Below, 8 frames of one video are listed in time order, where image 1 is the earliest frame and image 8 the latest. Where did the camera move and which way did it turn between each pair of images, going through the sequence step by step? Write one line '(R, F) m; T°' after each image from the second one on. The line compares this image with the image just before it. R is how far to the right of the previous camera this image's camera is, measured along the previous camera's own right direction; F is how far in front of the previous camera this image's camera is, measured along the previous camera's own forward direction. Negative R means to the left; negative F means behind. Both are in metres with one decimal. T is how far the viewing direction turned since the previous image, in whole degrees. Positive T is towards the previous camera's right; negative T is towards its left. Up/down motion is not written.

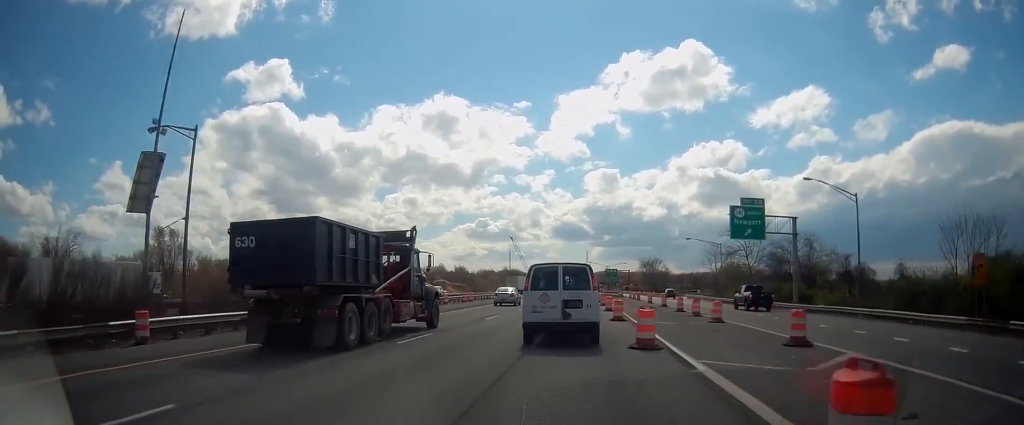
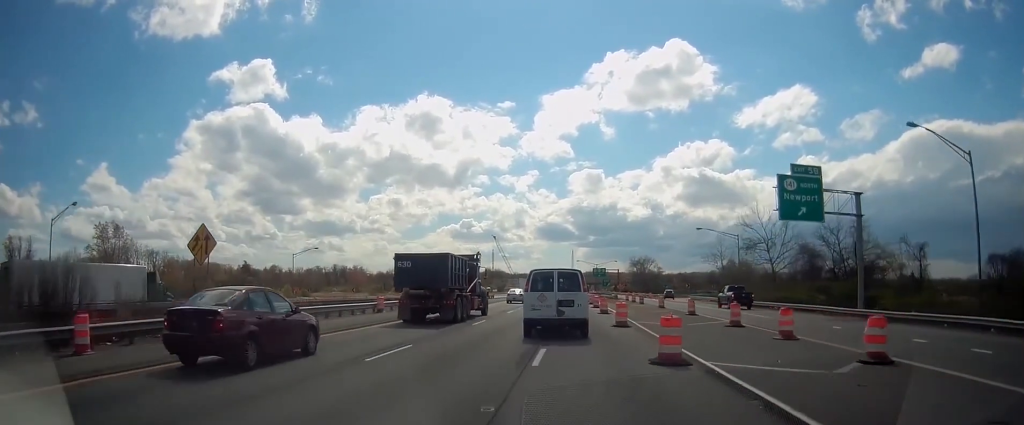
(-0.1, +15.4) m; -1°
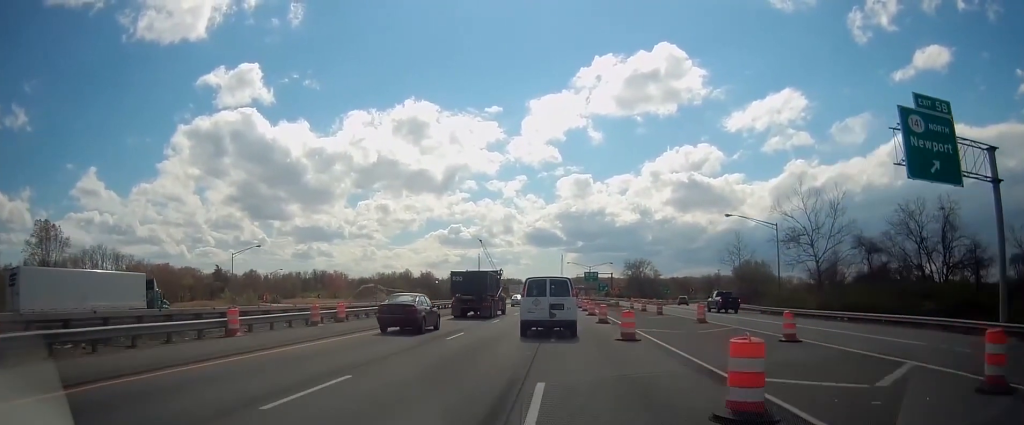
(-0.1, +15.7) m; +1°
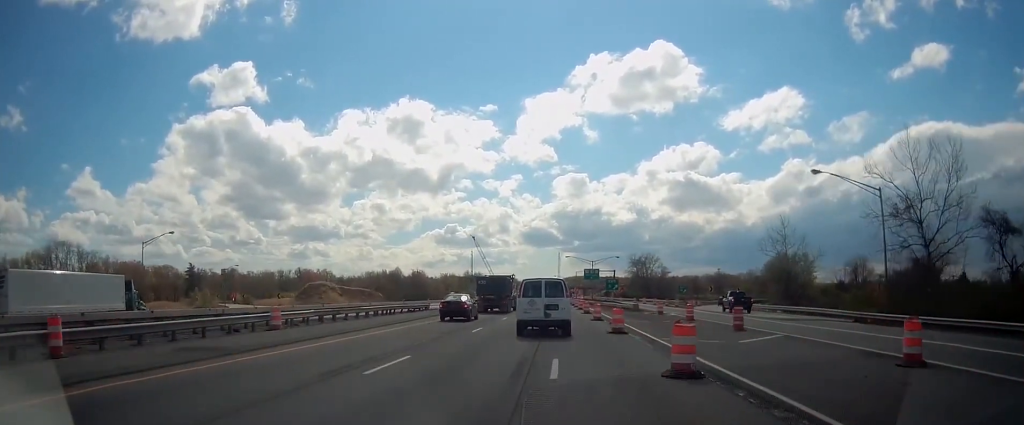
(+0.3, +19.6) m; +1°
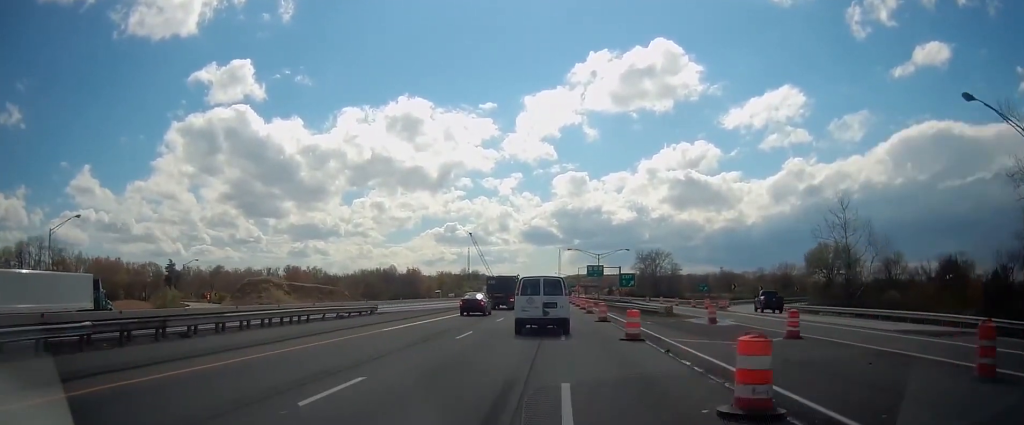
(+0.1, +15.3) m; 0°
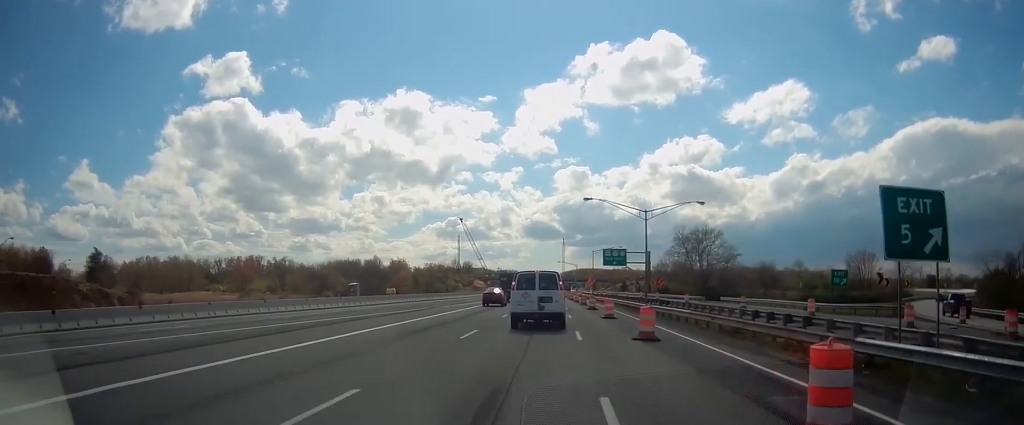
(+0.1, +49.7) m; 0°
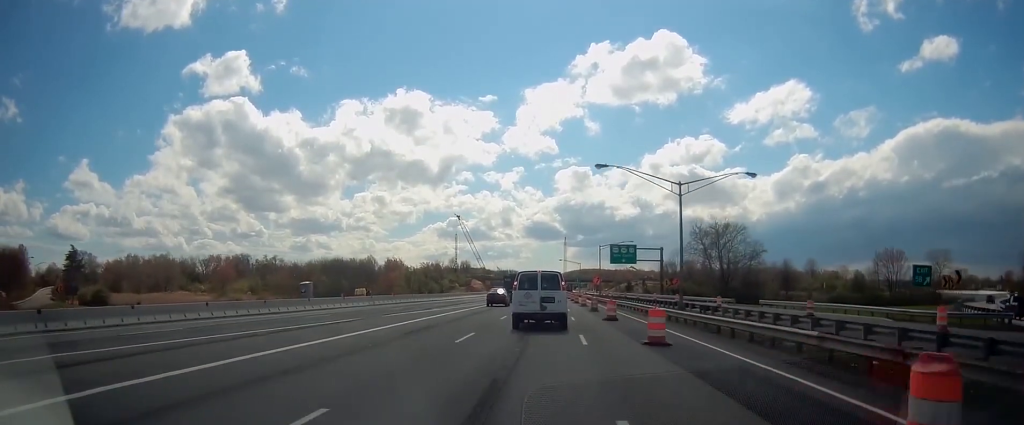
(-0.1, +13.5) m; 0°
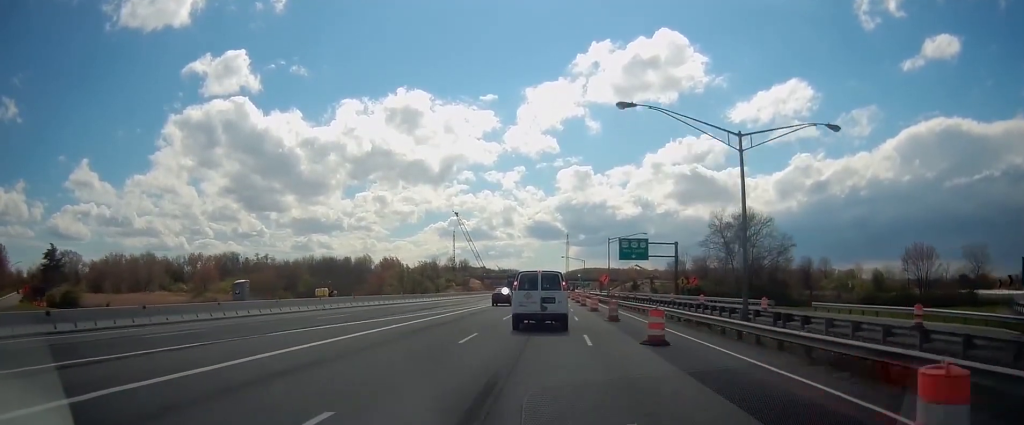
(-0.2, +12.2) m; 0°
